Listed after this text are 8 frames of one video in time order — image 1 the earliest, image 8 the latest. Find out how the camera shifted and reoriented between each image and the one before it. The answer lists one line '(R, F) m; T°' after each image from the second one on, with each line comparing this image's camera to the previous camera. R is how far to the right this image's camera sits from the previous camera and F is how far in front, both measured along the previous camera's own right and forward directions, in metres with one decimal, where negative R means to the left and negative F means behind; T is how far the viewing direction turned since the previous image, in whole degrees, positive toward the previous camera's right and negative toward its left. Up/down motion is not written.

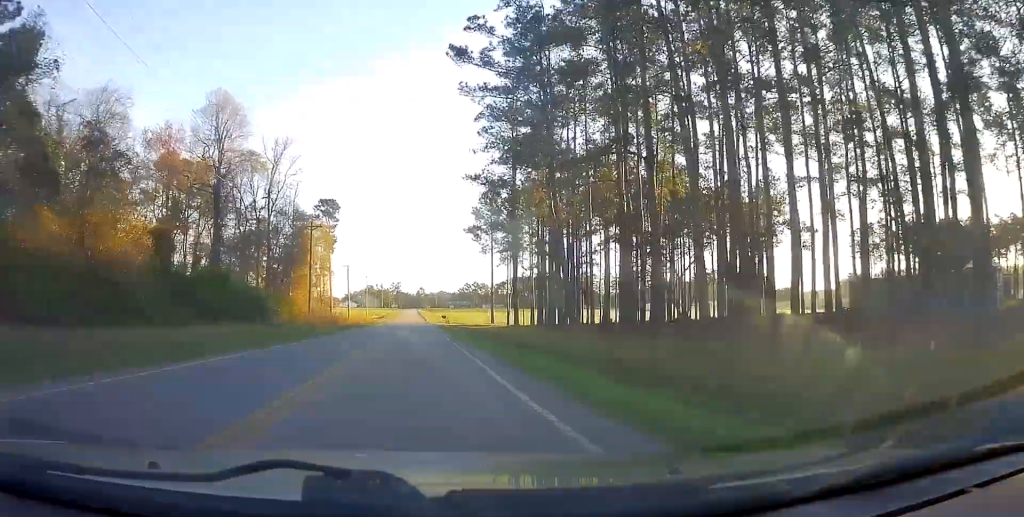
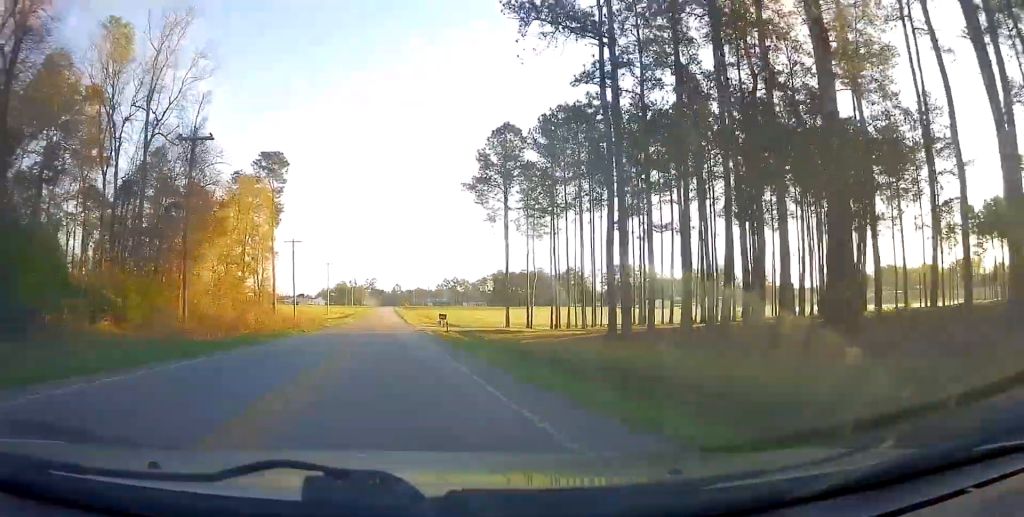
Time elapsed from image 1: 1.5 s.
(+2.9, +32.0) m; +7°
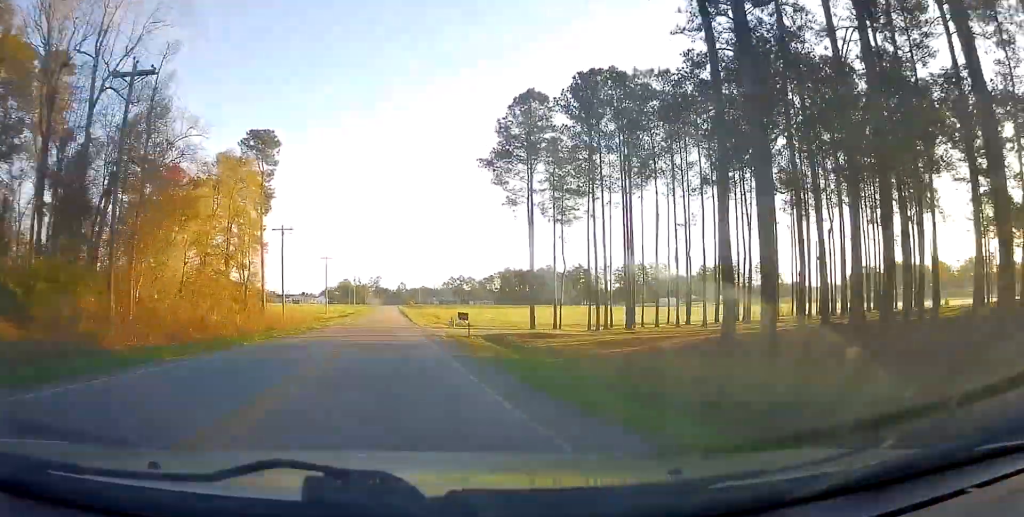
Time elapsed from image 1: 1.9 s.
(-0.1, +9.6) m; +1°
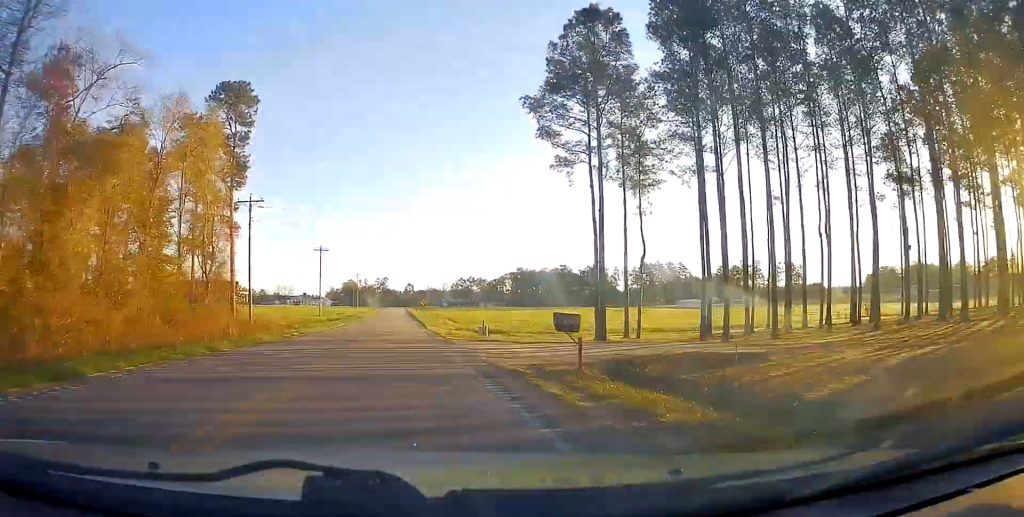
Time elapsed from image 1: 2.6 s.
(+0.6, +16.7) m; +2°
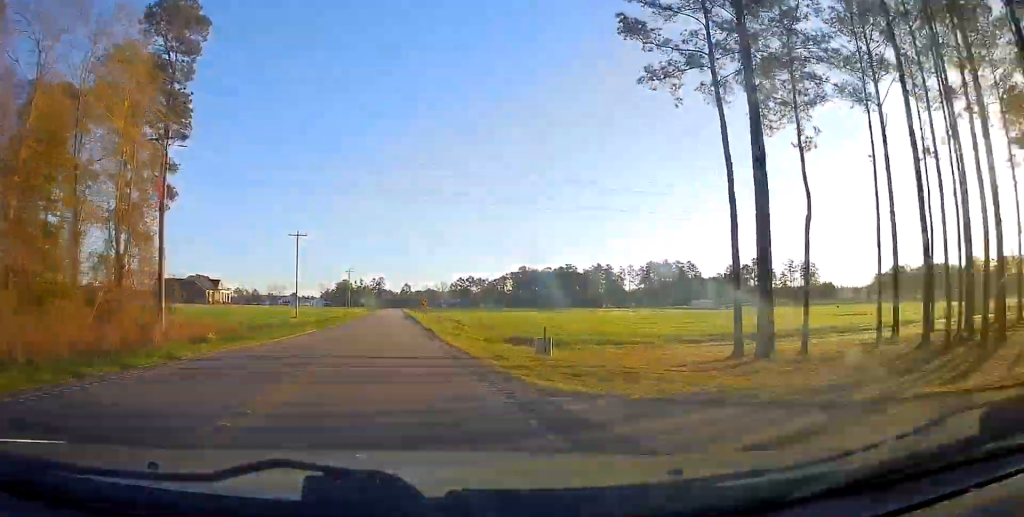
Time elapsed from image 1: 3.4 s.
(+0.4, +17.3) m; +1°
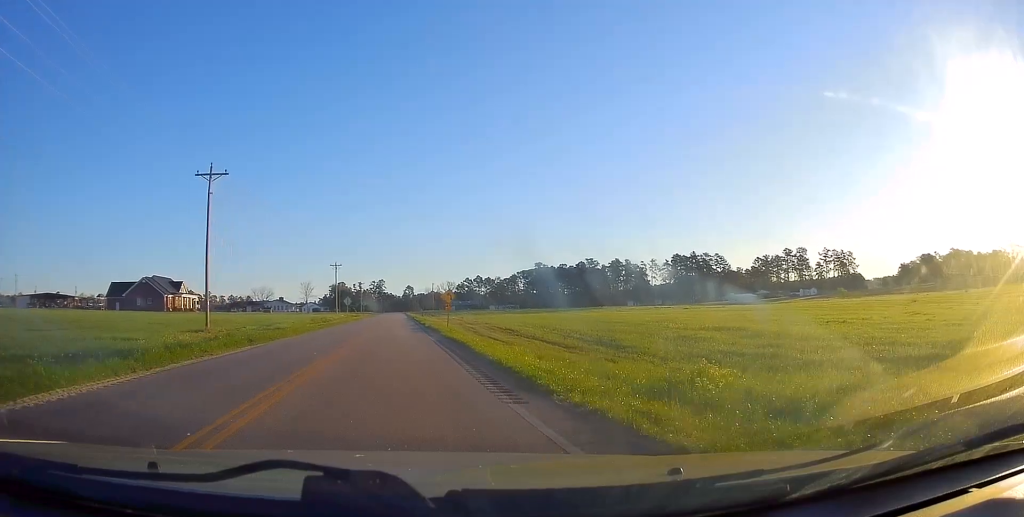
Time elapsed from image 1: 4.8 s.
(-0.4, +33.8) m; -1°
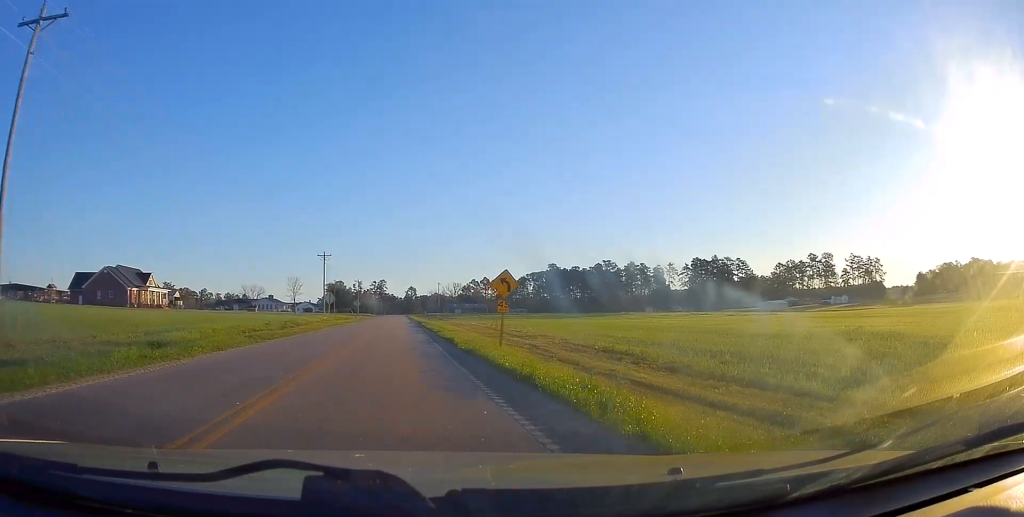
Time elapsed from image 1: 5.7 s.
(+0.1, +21.8) m; +1°
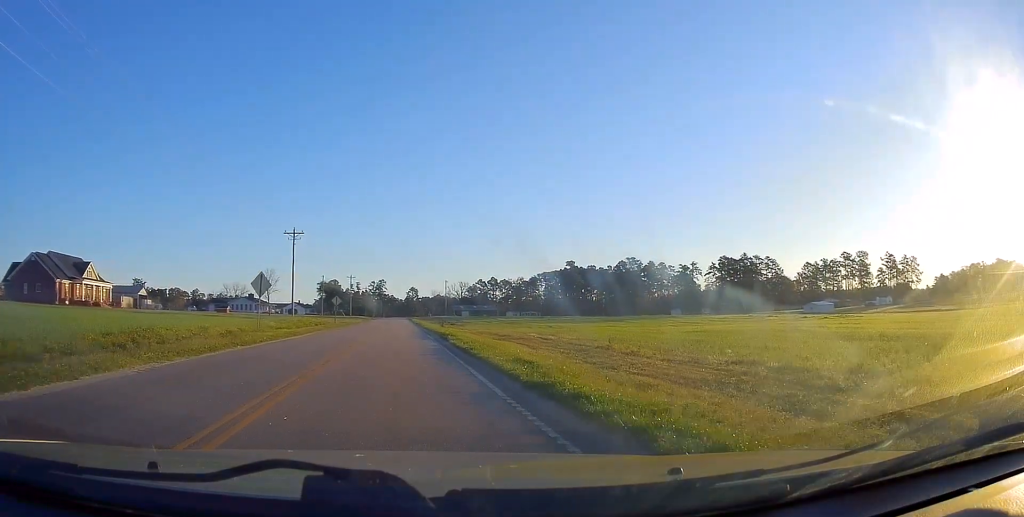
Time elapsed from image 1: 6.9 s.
(+0.3, +29.1) m; -1°
